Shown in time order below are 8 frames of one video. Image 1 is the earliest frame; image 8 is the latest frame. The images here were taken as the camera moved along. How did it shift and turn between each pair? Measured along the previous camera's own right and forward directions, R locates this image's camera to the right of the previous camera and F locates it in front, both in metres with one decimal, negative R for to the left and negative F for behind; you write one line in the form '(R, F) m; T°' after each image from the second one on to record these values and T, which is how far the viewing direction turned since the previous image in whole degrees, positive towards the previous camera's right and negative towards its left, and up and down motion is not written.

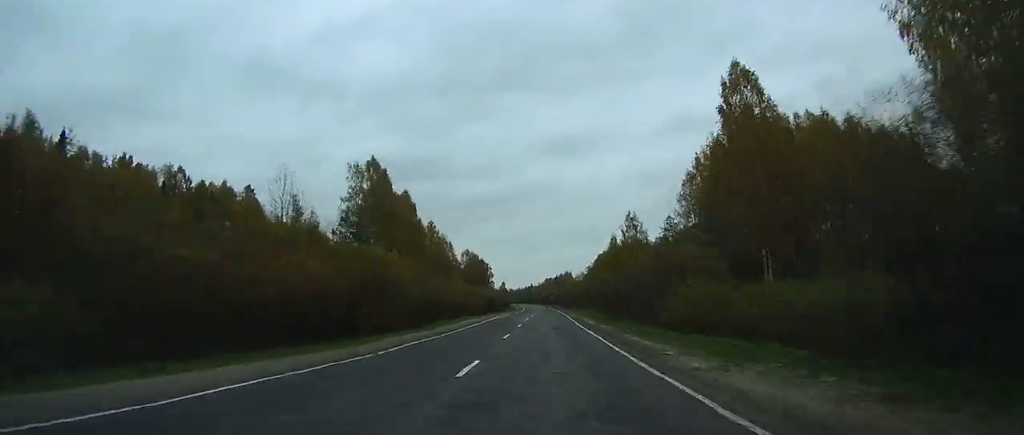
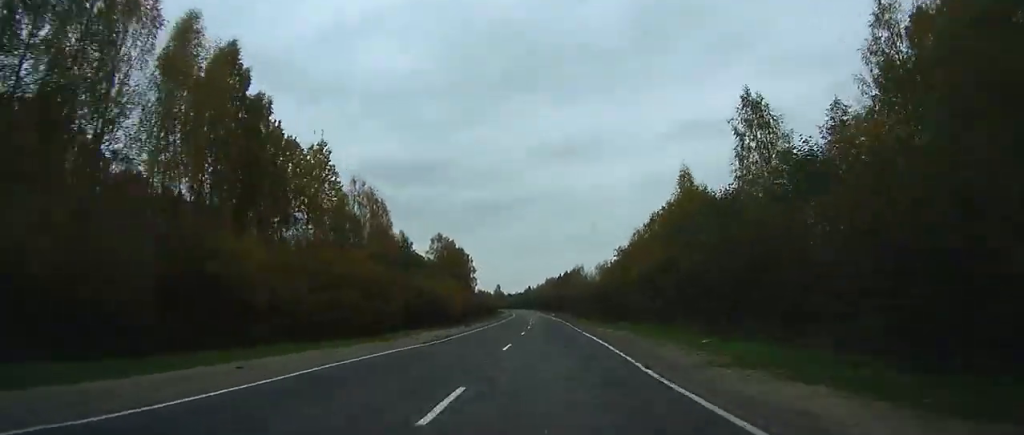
(+0.2, +64.9) m; 0°
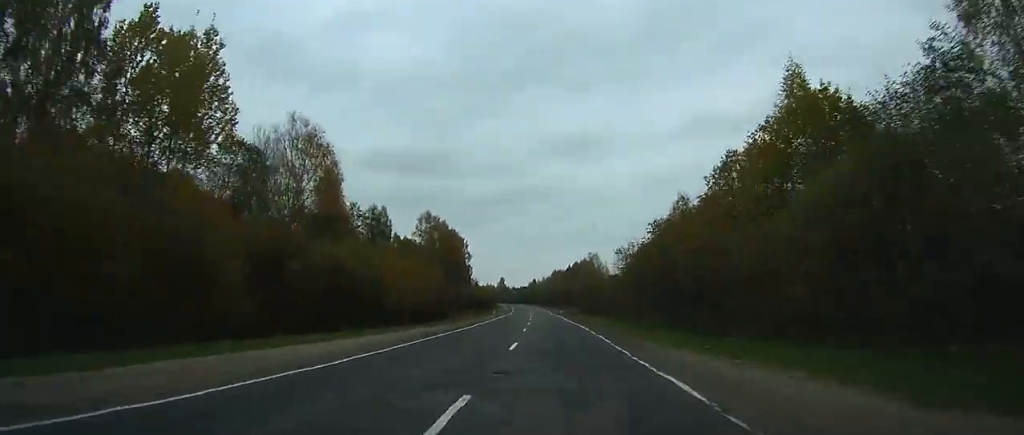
(0.0, +24.7) m; 0°
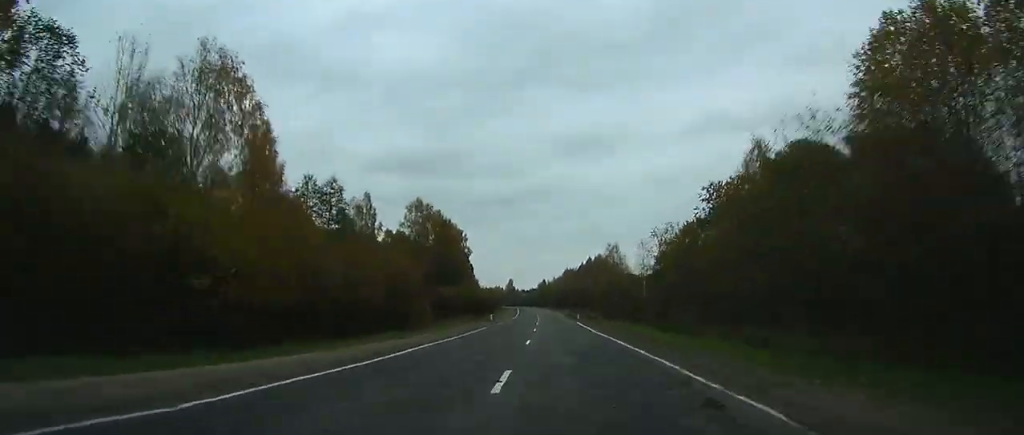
(0.0, +20.0) m; 0°
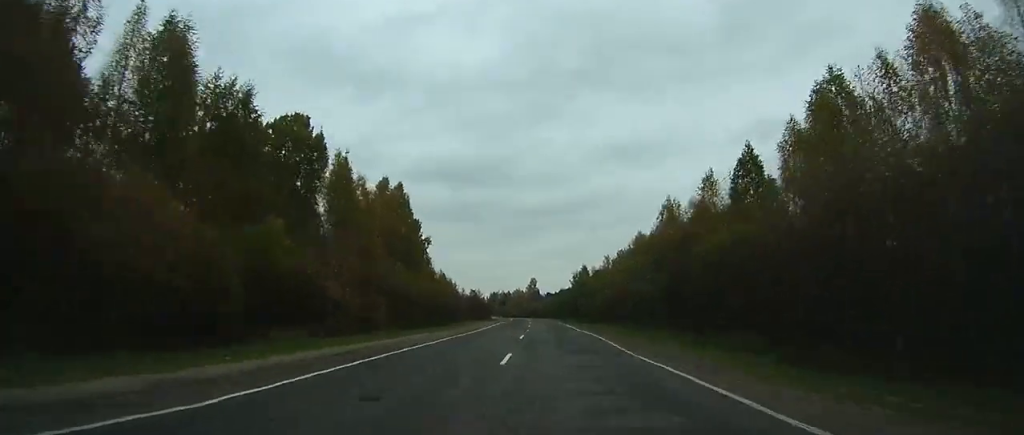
(-4.2, +143.5) m; -4°
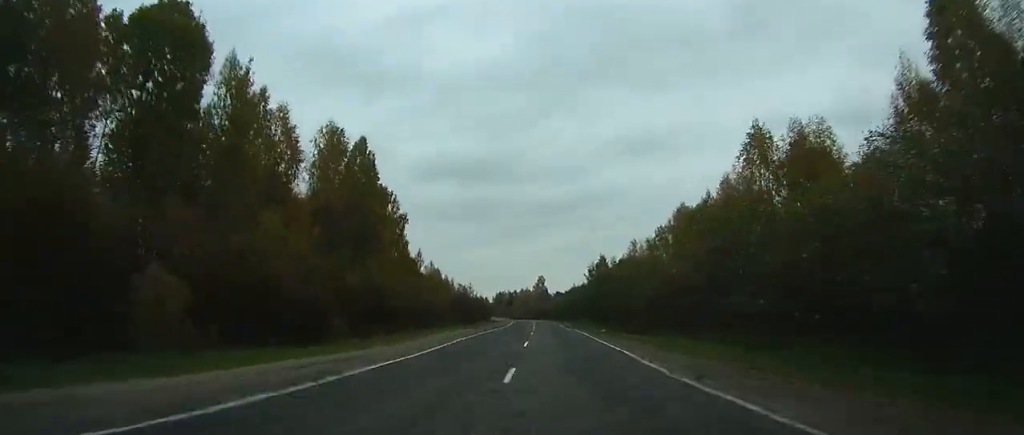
(-0.3, +26.2) m; 0°
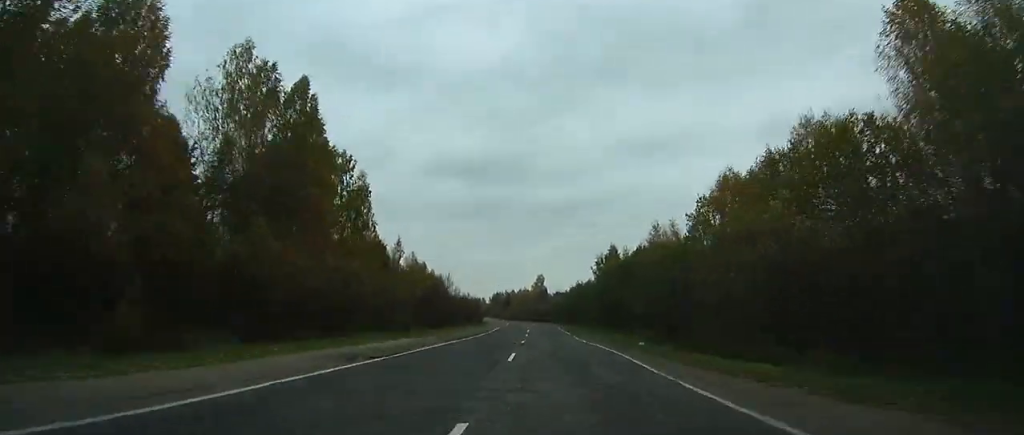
(-0.1, +19.8) m; 0°
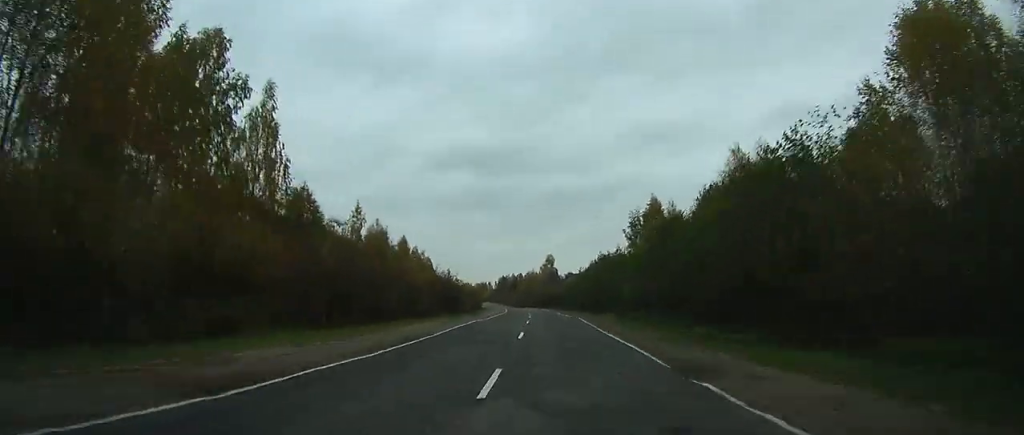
(0.0, +30.6) m; -1°
